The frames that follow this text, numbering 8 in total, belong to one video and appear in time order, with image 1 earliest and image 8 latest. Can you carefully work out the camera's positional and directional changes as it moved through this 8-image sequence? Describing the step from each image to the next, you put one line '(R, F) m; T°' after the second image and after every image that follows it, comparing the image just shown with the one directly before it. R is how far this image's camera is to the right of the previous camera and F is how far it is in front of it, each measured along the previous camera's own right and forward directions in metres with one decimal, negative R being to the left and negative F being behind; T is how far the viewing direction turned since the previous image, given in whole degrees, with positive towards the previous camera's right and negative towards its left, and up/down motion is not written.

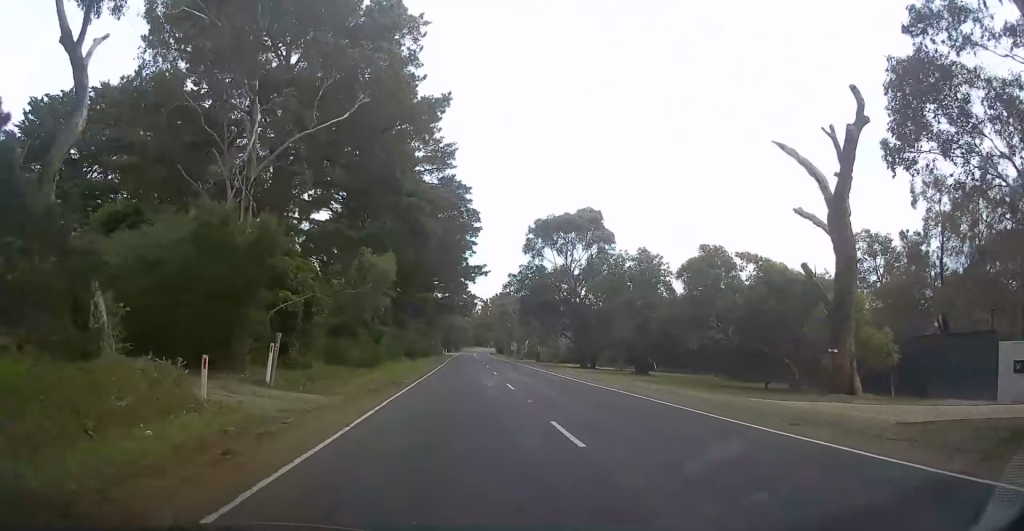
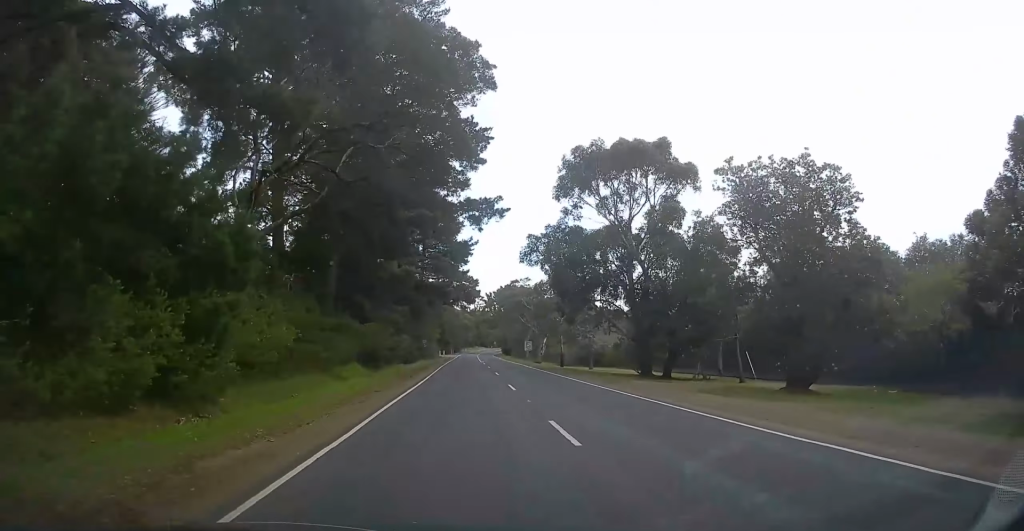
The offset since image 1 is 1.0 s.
(0.0, +23.8) m; 0°
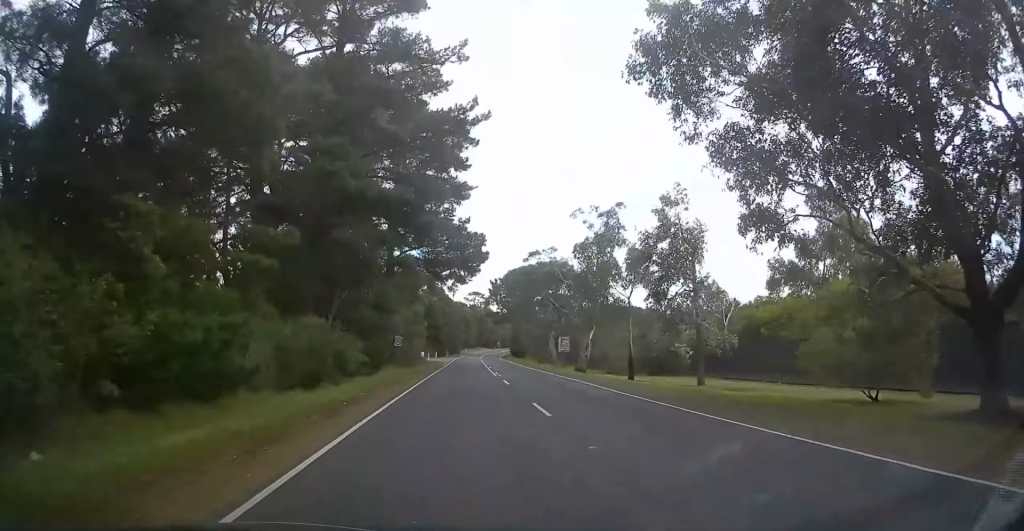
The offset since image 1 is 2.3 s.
(+0.2, +31.3) m; +1°
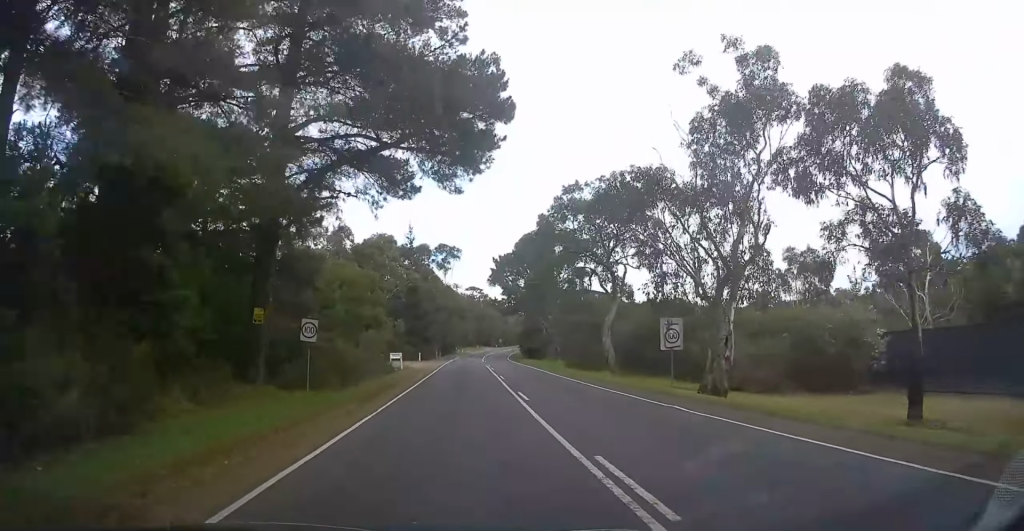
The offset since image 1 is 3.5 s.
(+0.2, +29.6) m; 0°
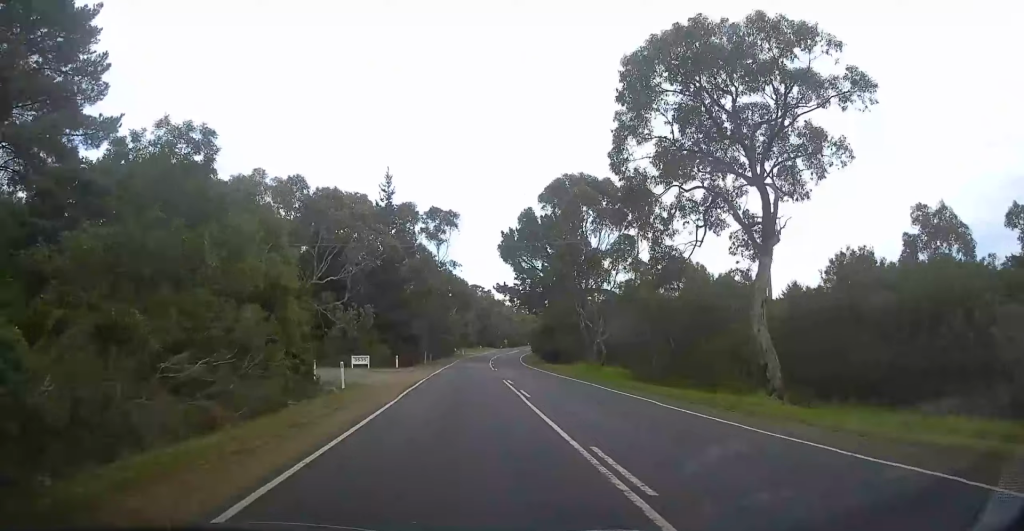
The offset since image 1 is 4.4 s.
(-0.3, +22.7) m; 0°
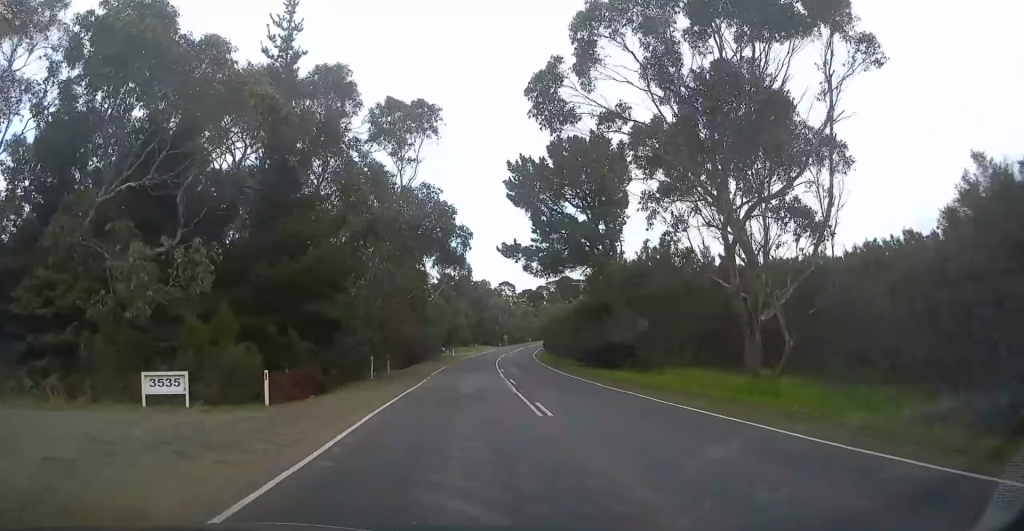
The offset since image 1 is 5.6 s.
(+0.1, +28.5) m; 0°
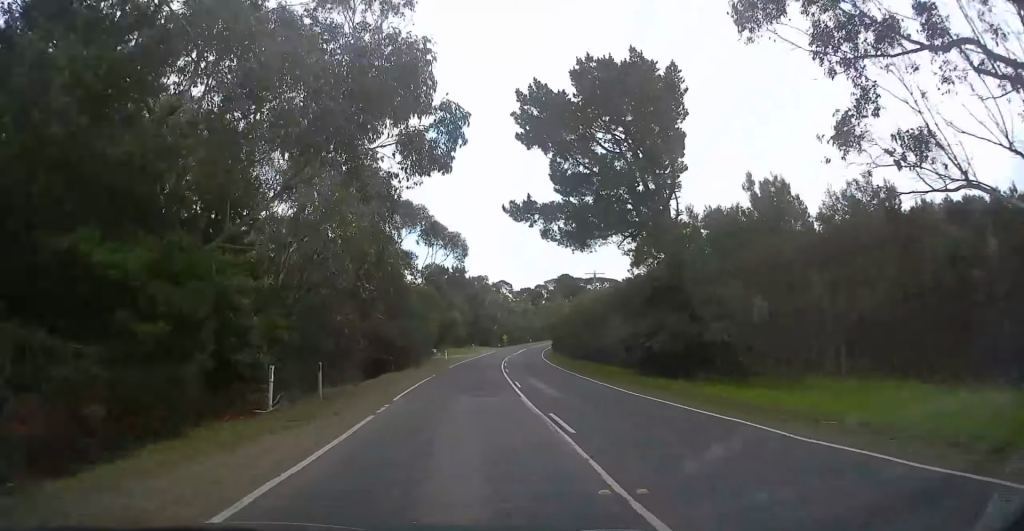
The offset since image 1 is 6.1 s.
(-0.5, +13.3) m; +1°
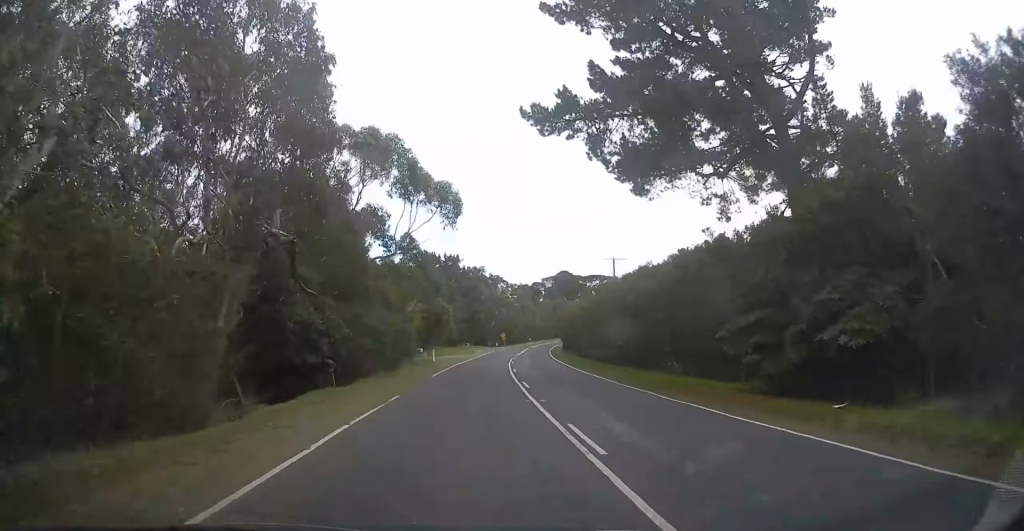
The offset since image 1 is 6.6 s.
(+0.5, +14.3) m; +1°
